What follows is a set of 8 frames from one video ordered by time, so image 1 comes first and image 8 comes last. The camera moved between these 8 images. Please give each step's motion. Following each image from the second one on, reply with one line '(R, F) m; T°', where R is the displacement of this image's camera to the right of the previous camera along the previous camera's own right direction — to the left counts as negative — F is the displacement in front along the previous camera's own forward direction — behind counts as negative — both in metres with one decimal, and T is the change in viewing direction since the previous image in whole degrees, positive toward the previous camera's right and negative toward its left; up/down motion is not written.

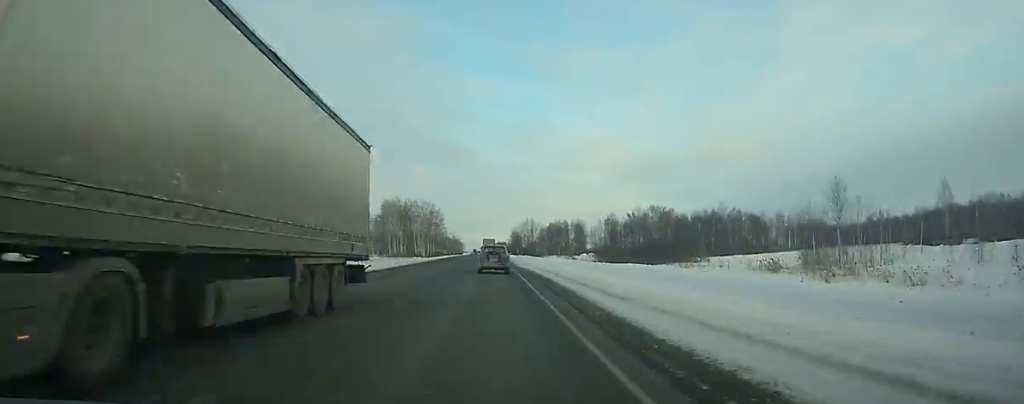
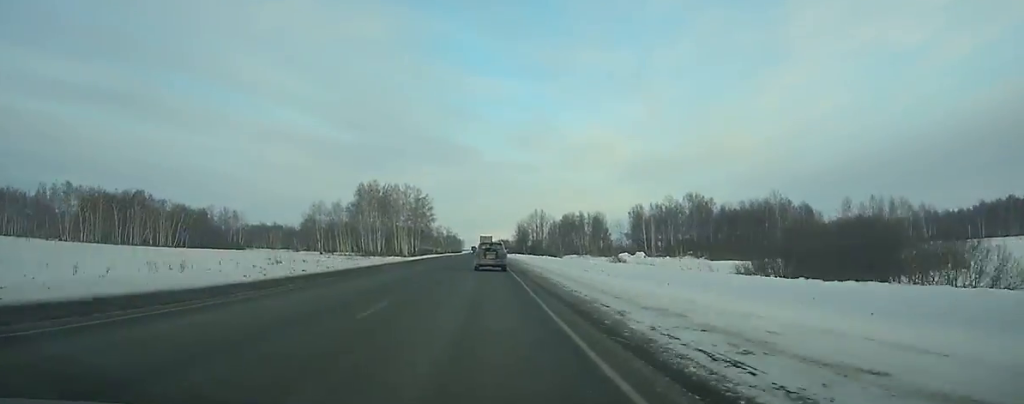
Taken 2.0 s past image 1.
(-0.3, +50.0) m; -1°
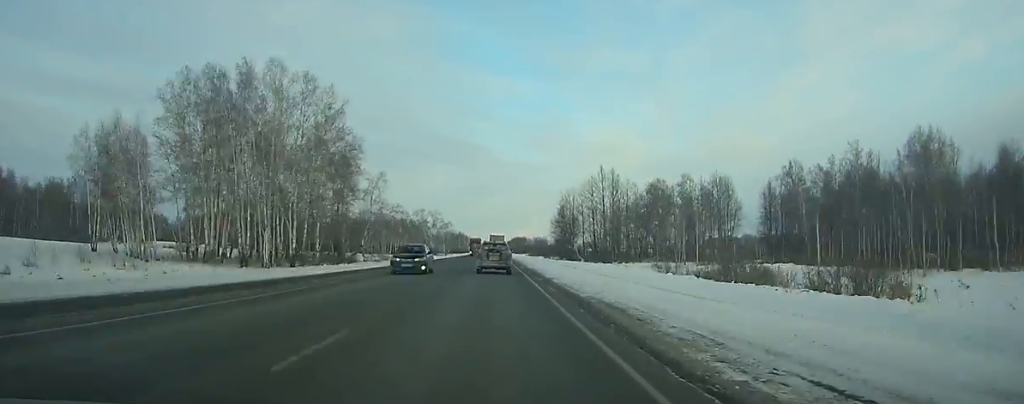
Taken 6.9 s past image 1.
(-1.0, +122.5) m; -1°
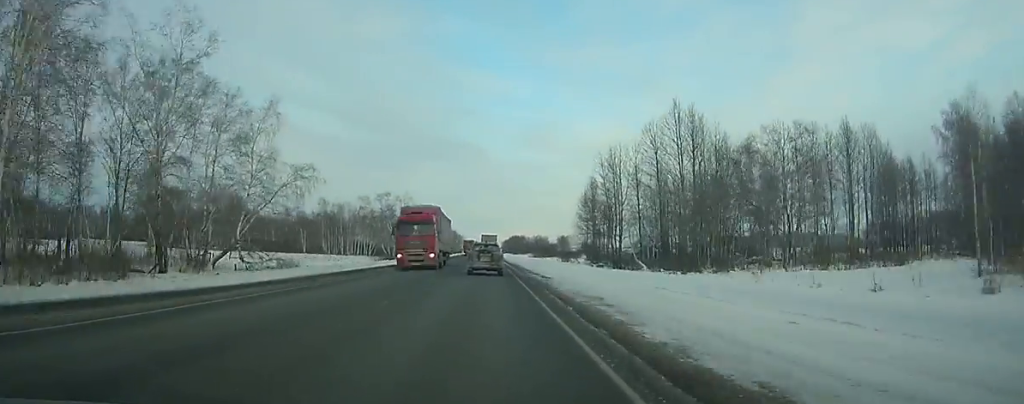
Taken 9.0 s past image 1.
(+0.3, +52.5) m; 0°
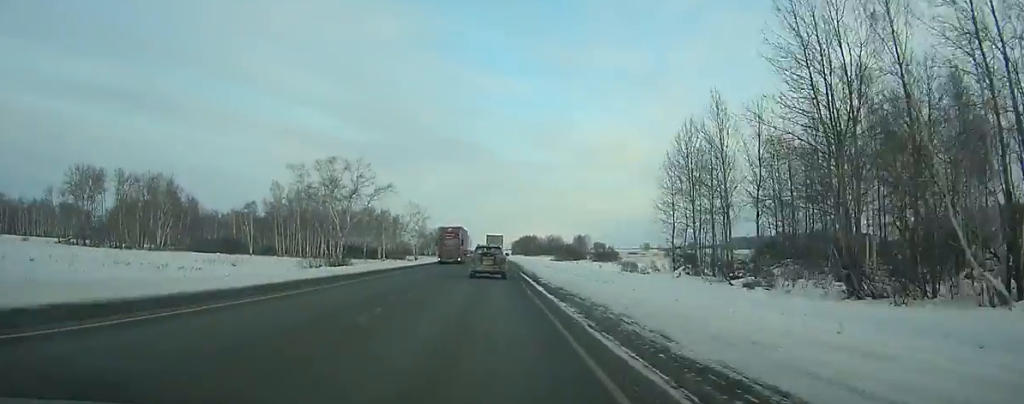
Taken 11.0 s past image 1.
(-0.3, +49.9) m; 0°
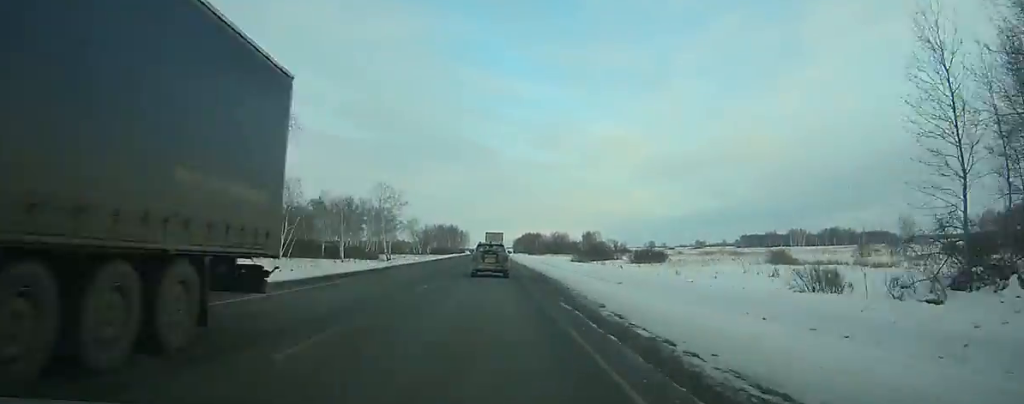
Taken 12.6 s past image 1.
(-0.1, +39.9) m; 0°
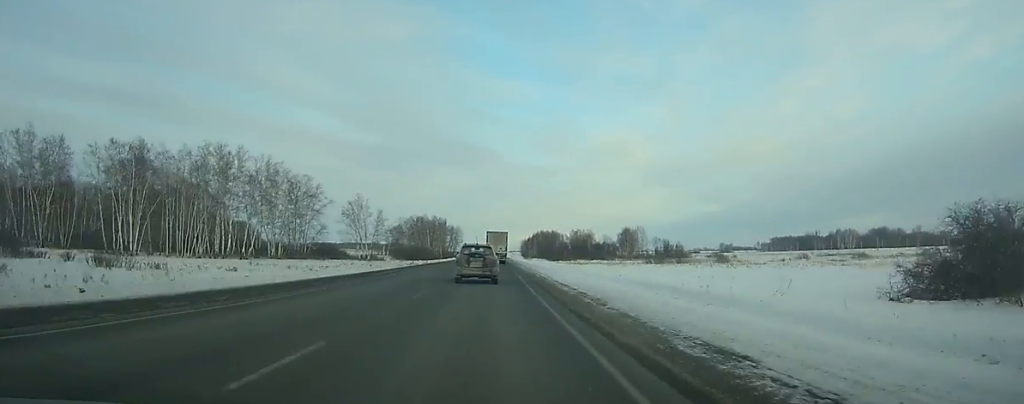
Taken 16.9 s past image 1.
(-0.1, +107.2) m; 0°
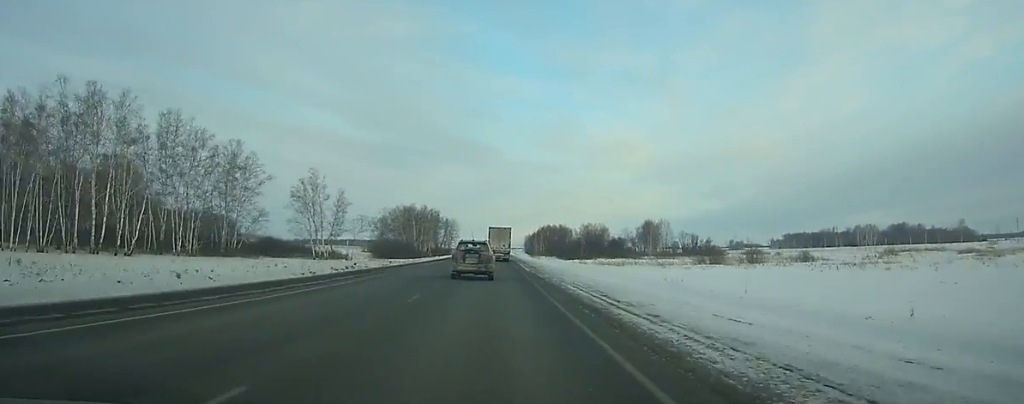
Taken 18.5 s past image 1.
(0.0, +39.8) m; 0°
